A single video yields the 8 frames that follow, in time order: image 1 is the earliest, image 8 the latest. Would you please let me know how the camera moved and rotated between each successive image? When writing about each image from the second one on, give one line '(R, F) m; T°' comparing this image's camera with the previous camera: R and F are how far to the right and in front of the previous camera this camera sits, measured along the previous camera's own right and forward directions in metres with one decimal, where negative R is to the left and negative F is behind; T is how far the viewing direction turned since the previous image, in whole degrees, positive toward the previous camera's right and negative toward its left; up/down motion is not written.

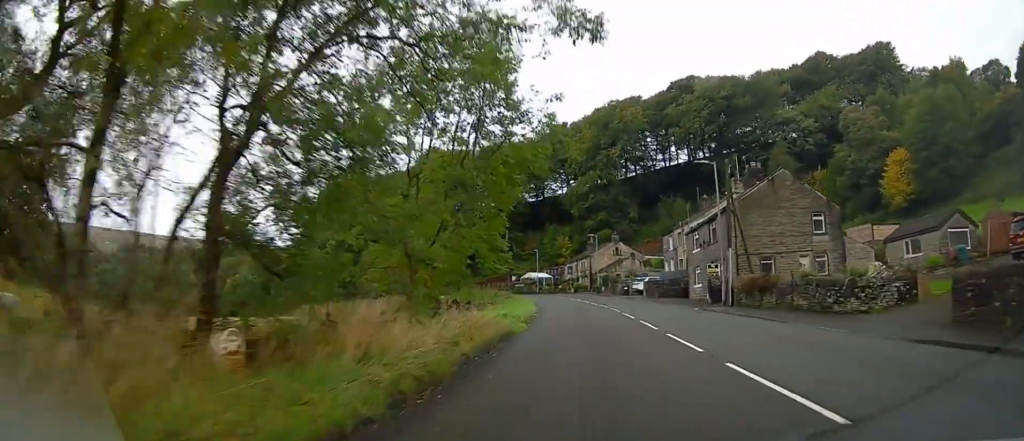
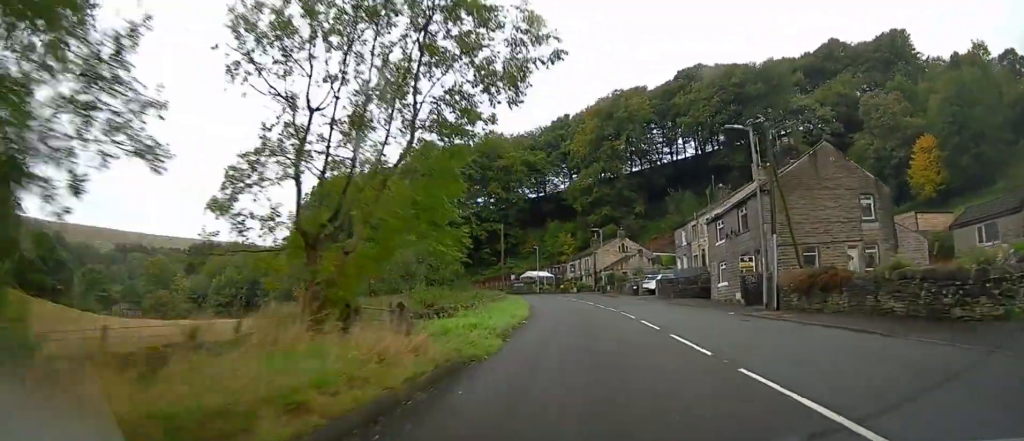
(+0.1, +6.6) m; 0°
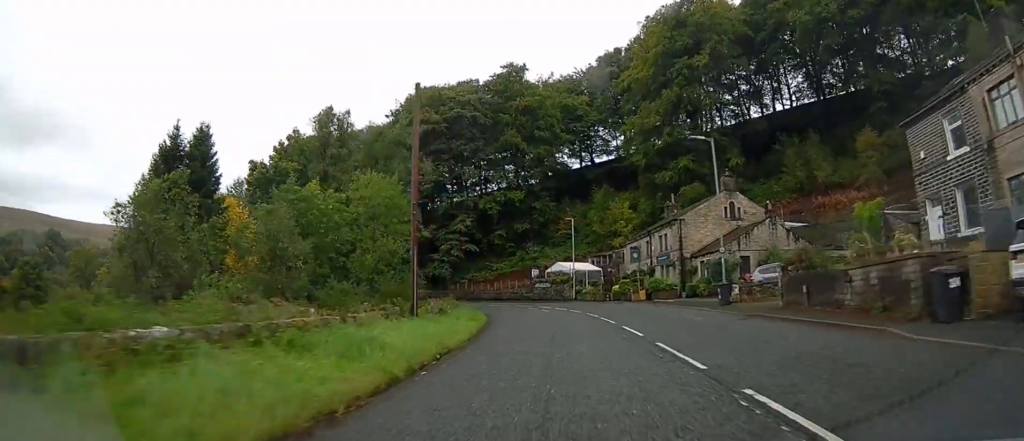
(-1.5, +43.2) m; -5°
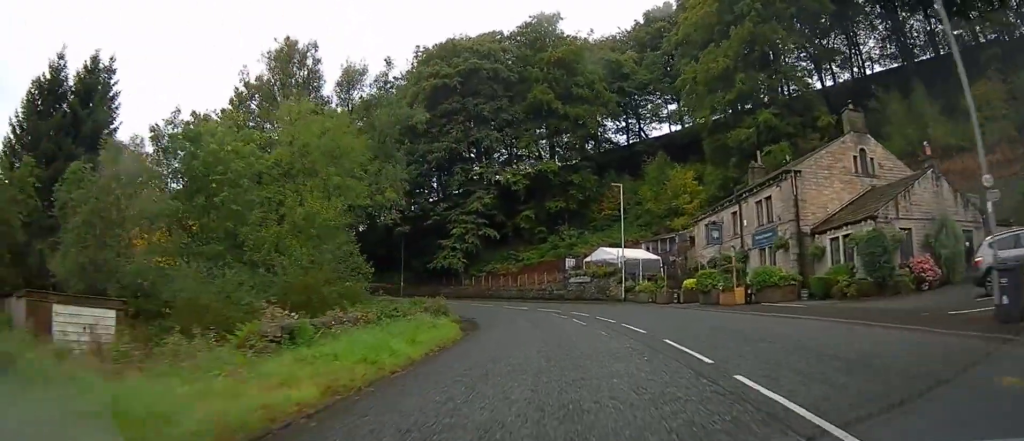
(-0.4, +16.8) m; -4°
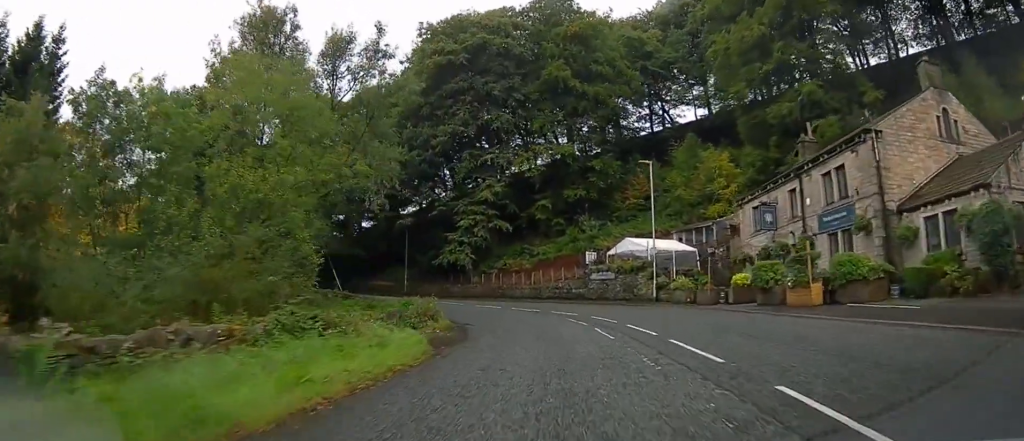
(-0.1, +6.6) m; -2°
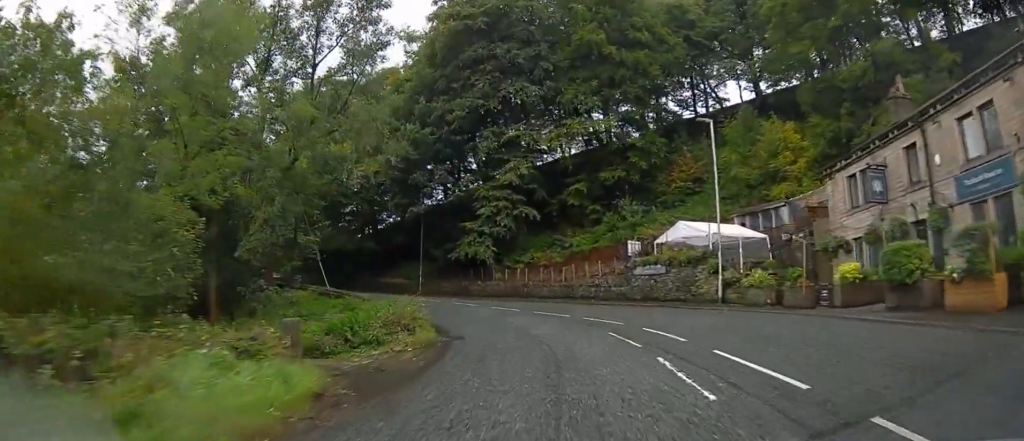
(-0.3, +8.4) m; -4°
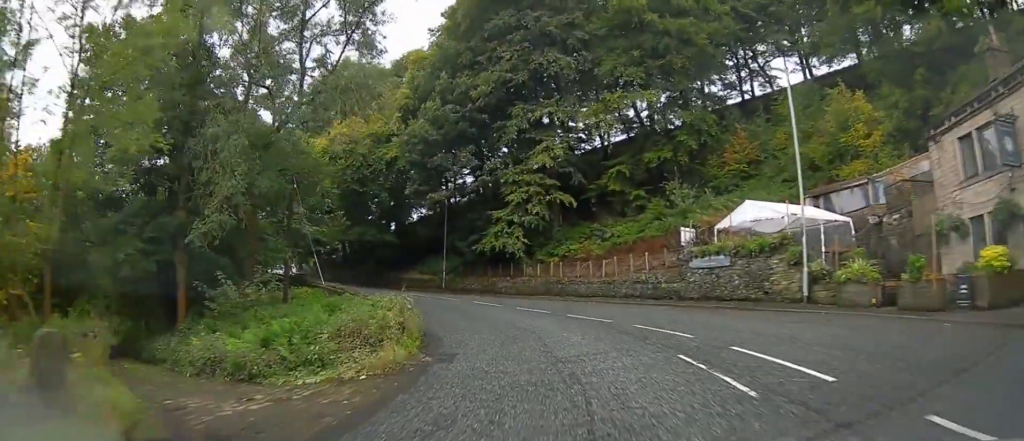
(-0.2, +5.8) m; -3°
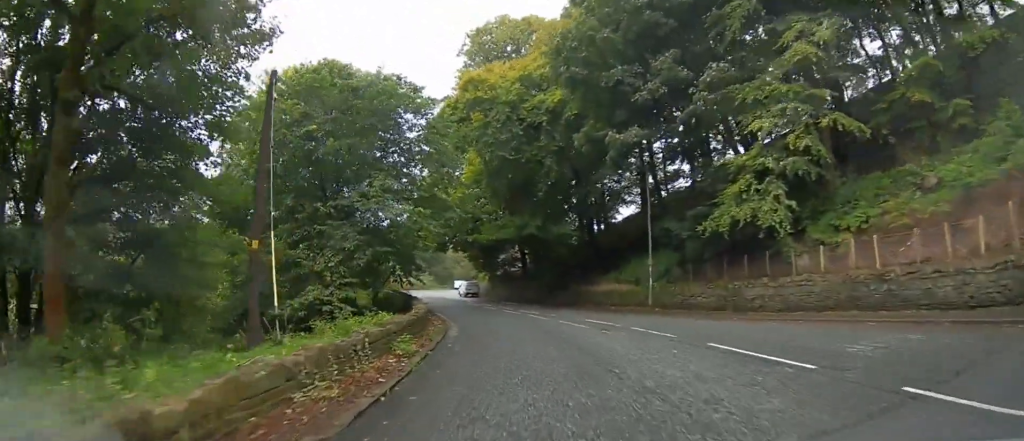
(-2.6, +19.9) m; -18°
